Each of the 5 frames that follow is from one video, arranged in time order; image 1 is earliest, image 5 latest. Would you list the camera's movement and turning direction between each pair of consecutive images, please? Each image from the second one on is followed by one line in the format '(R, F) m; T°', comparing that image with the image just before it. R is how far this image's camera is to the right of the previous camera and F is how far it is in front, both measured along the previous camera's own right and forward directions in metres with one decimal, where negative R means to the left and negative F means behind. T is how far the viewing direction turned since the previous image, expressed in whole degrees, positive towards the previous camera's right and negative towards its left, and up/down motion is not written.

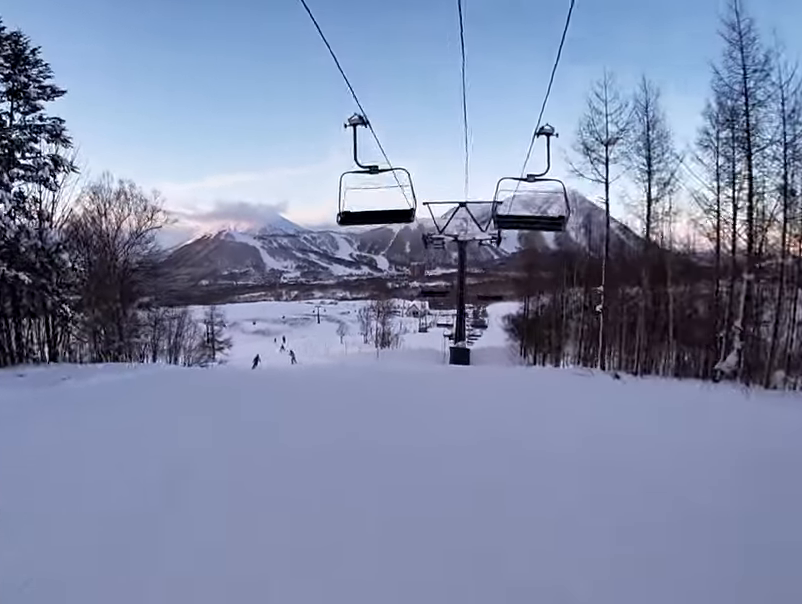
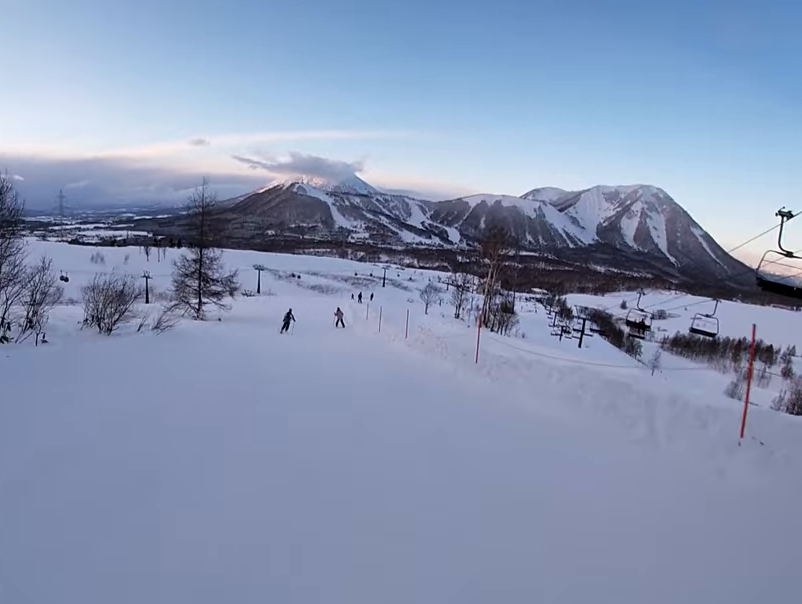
(-3.3, +33.6) m; -11°
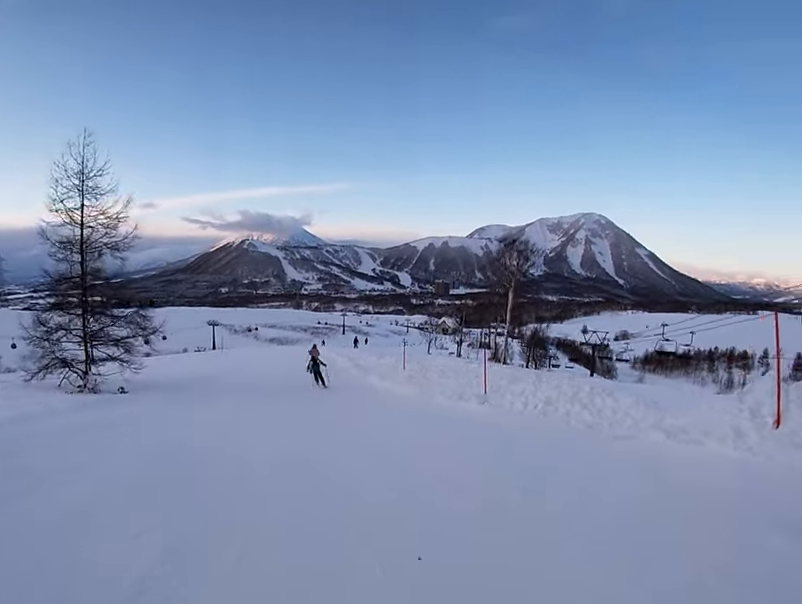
(+1.2, +15.8) m; +3°
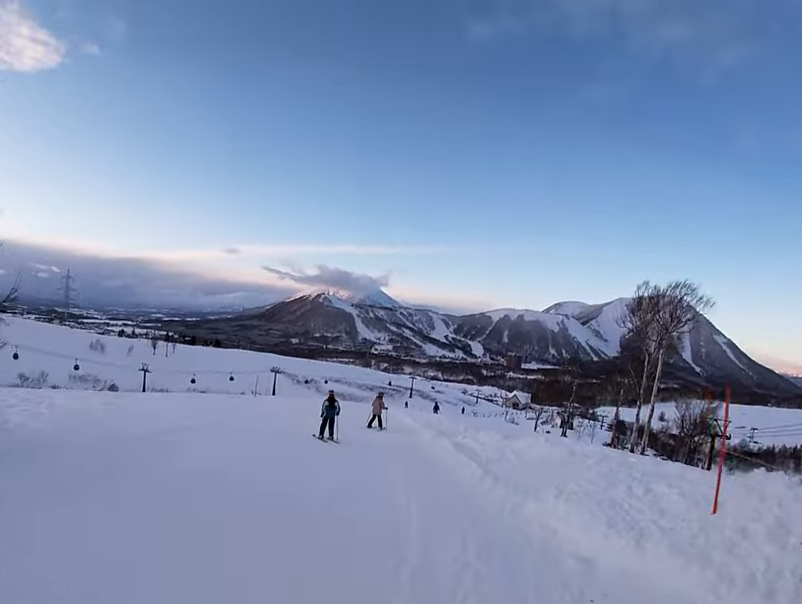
(-0.7, +13.0) m; -4°
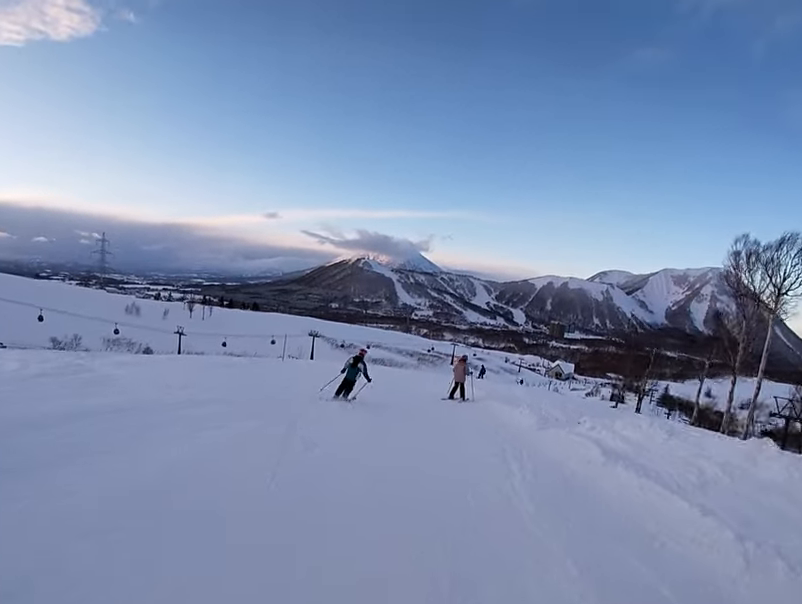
(-0.1, +5.6) m; 0°
